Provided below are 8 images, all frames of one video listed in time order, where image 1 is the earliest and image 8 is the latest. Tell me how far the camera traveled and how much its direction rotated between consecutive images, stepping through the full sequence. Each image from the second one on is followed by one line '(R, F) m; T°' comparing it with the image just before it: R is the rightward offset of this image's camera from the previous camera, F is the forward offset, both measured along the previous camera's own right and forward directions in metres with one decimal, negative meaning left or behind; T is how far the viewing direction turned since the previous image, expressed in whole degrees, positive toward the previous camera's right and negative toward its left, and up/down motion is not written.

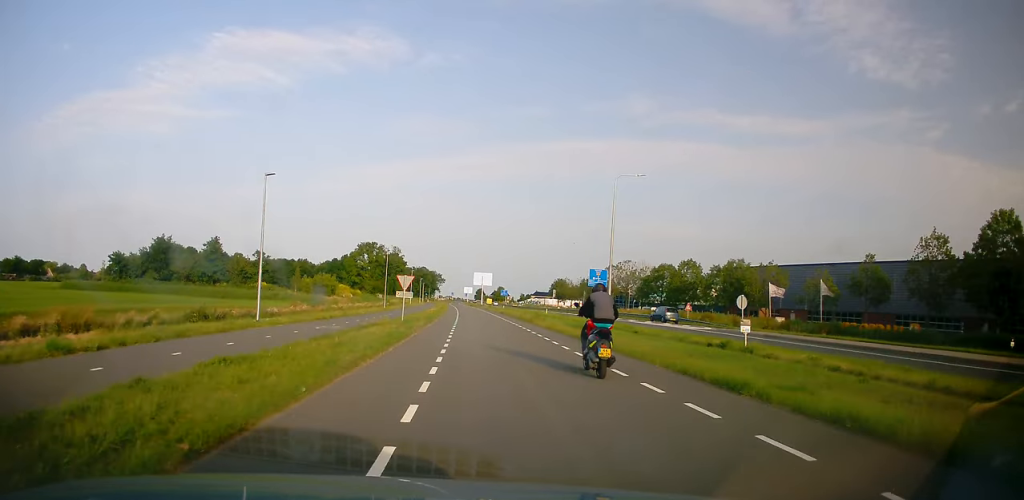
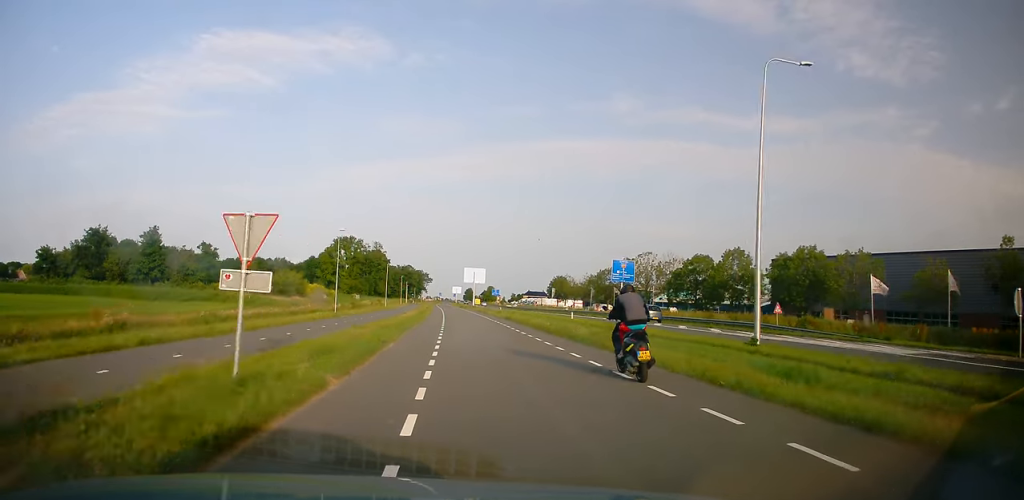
(0.0, +20.7) m; 0°
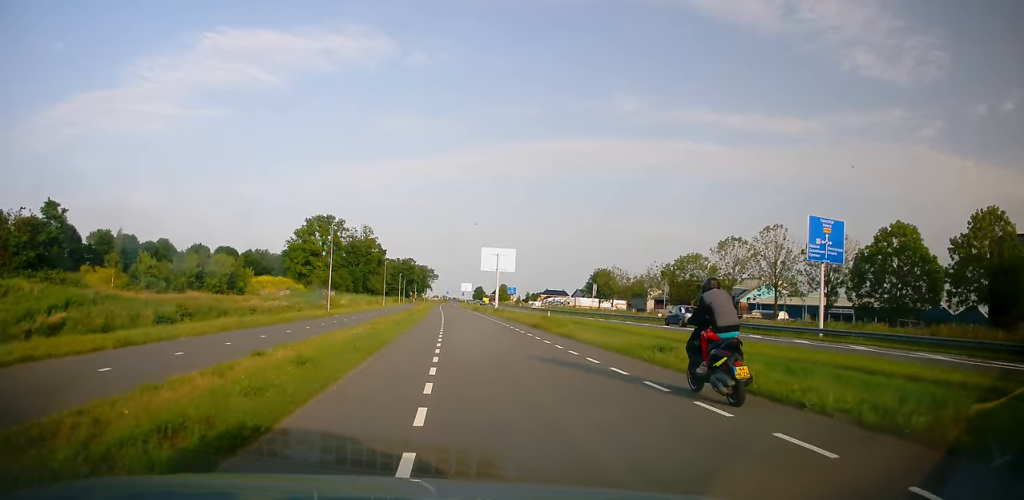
(0.0, +42.2) m; 0°
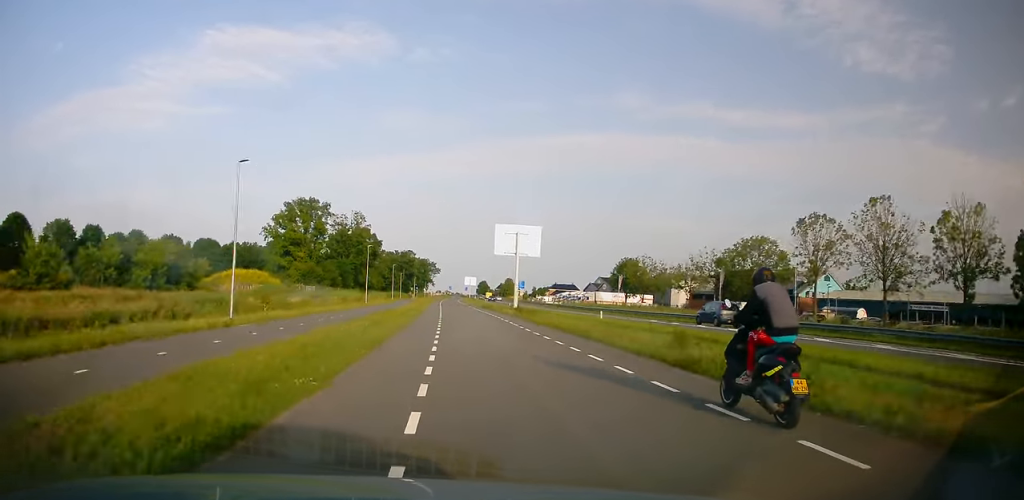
(+0.1, +18.5) m; 0°
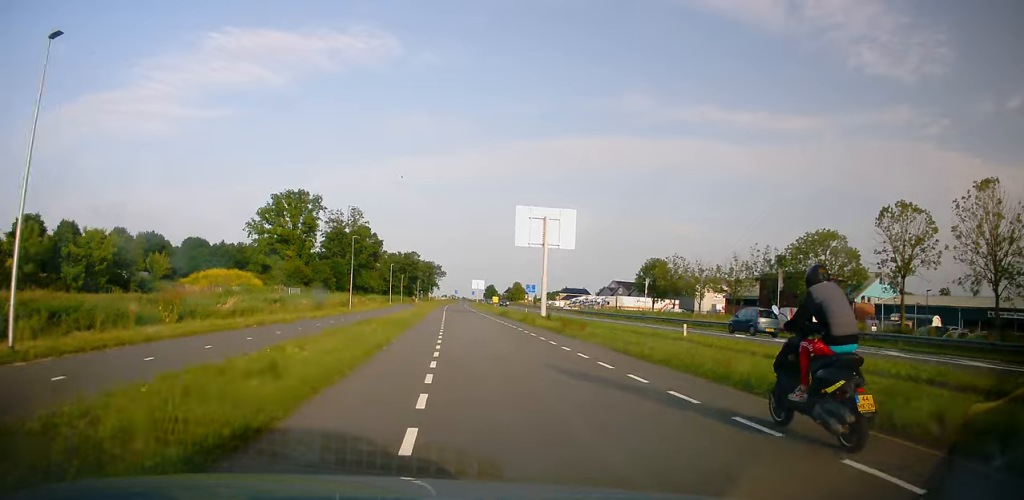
(0.0, +13.0) m; 0°
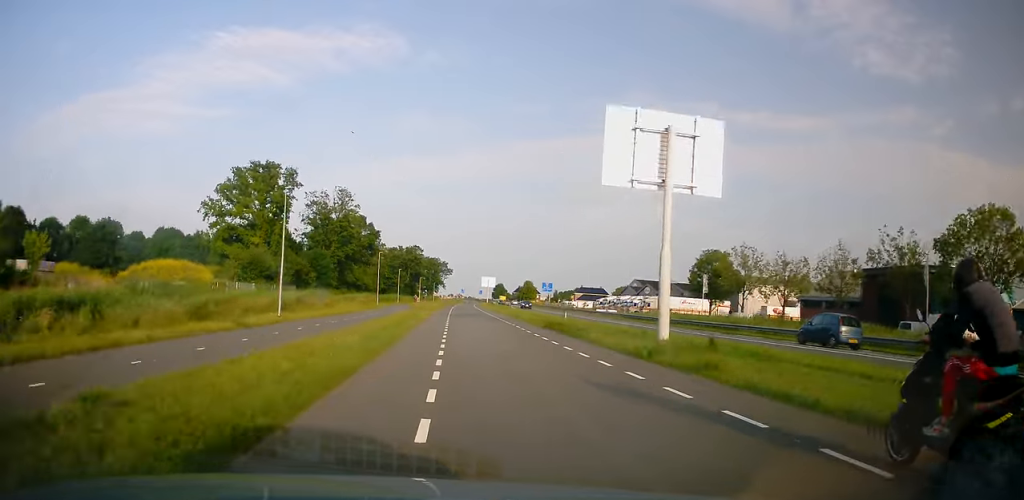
(-0.1, +22.0) m; -1°
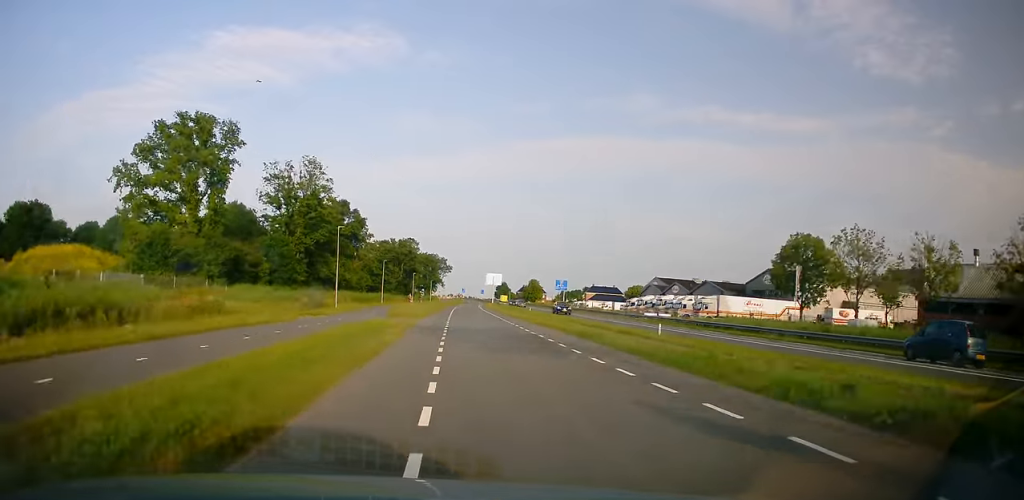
(-0.2, +23.9) m; -1°
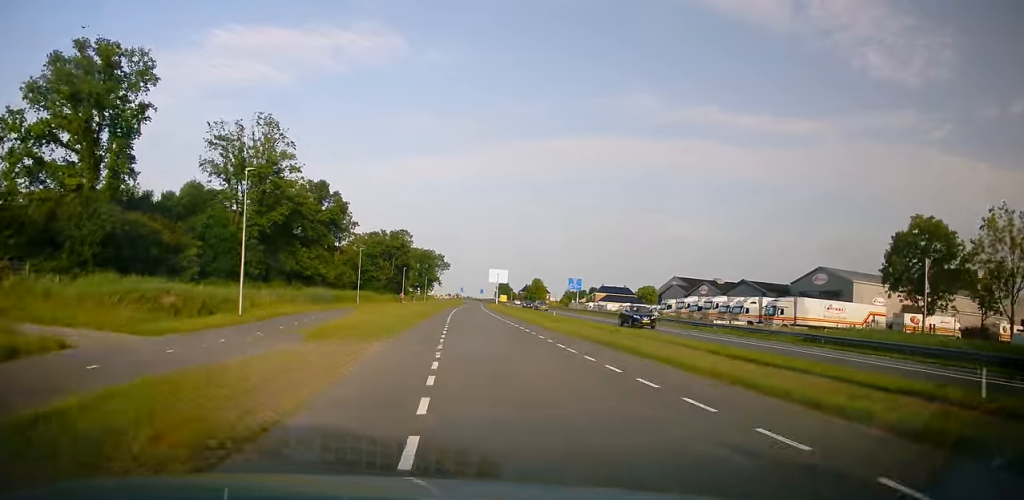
(-0.3, +19.8) m; +1°
